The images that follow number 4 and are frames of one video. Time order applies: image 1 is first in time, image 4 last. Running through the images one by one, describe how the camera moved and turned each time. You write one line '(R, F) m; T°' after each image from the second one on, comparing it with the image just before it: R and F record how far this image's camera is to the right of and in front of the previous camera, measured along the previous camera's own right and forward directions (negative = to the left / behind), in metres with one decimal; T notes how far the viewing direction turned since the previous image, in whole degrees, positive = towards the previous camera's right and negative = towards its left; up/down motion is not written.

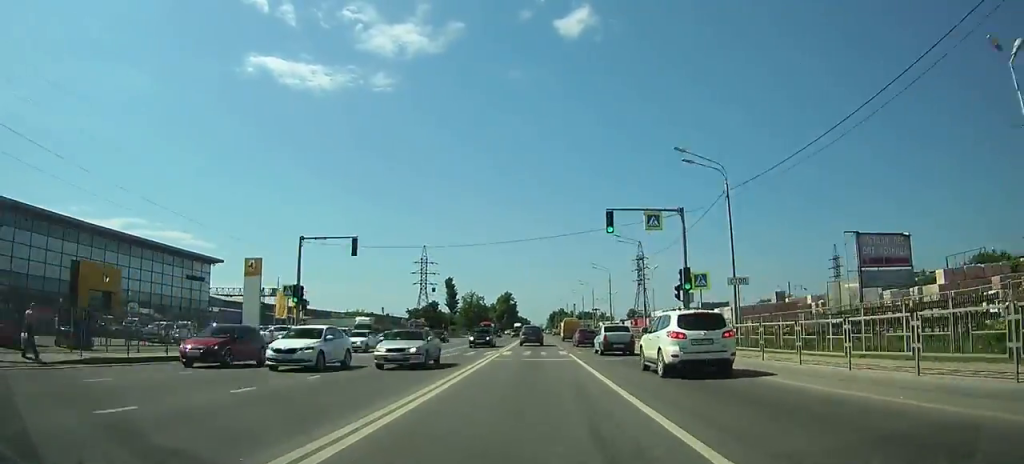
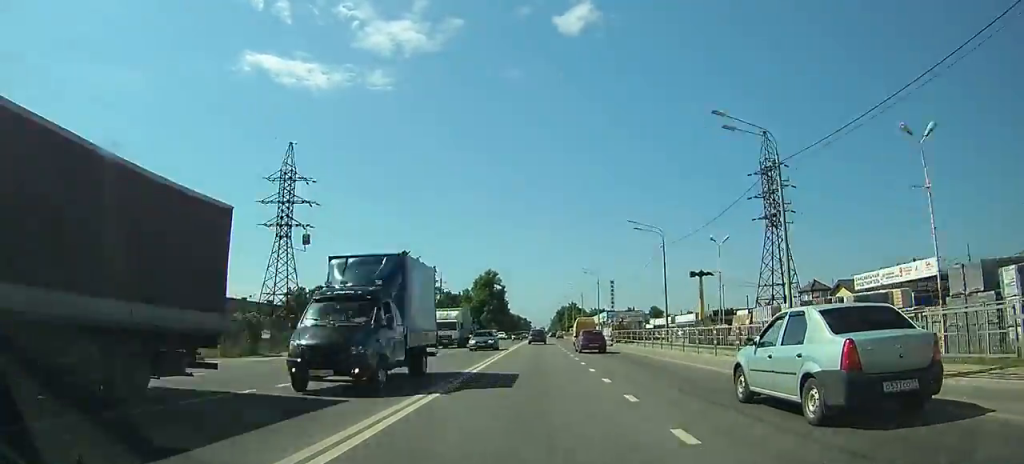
(+0.5, +98.4) m; 0°
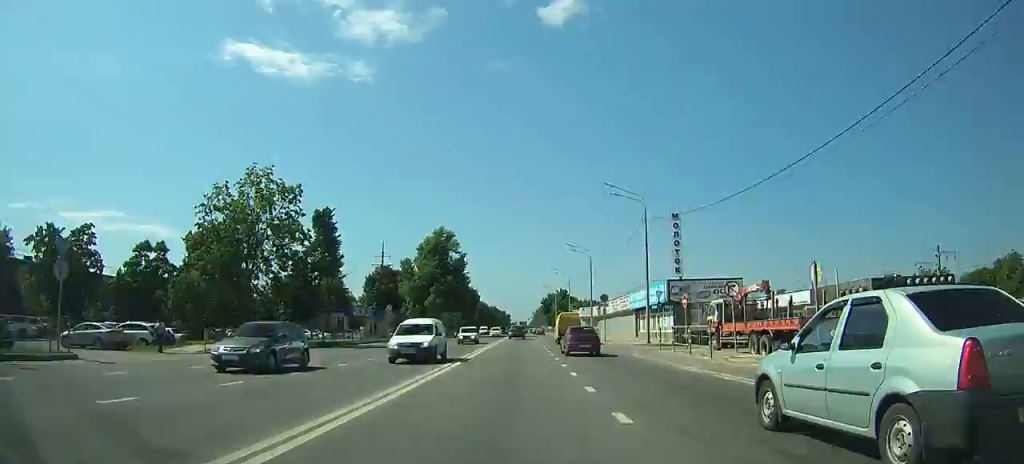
(+0.1, +50.9) m; +1°
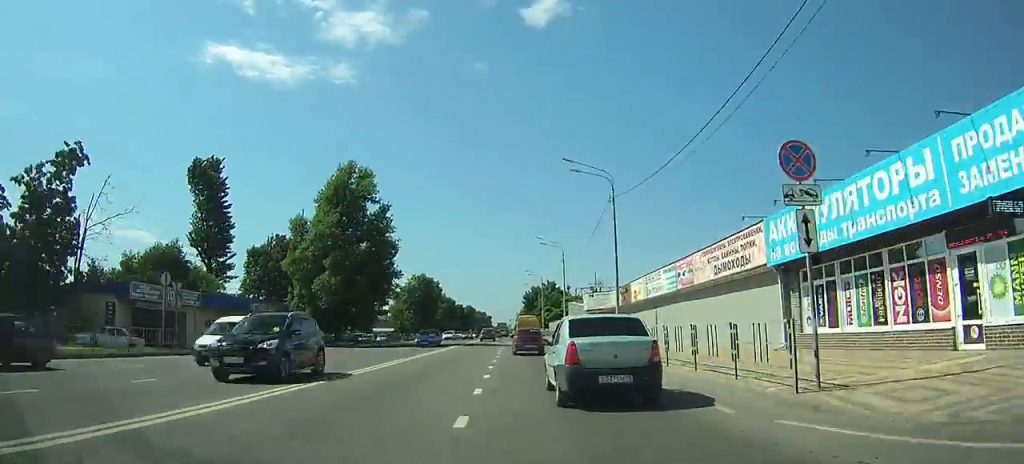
(+0.6, +40.9) m; +1°
